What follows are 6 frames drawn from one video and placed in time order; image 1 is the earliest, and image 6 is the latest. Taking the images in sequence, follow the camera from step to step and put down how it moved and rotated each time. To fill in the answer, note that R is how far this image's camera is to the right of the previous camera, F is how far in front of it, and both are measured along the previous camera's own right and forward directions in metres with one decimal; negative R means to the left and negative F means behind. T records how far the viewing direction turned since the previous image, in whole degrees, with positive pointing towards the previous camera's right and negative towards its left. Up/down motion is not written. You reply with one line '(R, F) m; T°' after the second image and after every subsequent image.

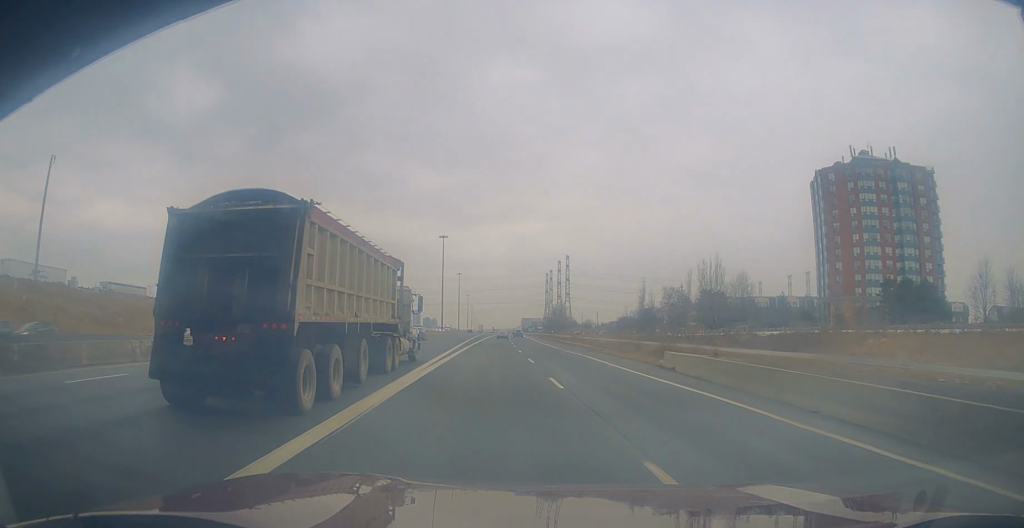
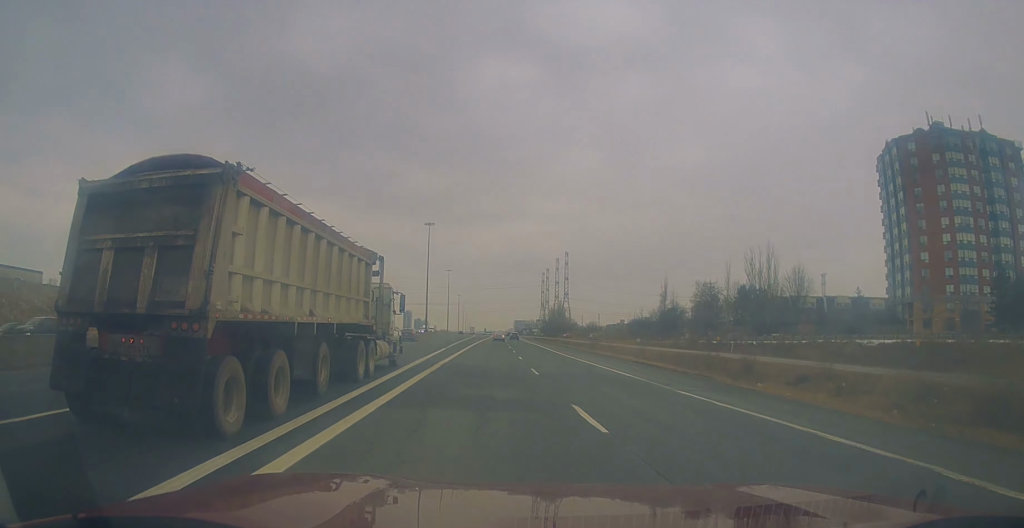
(-0.1, +29.6) m; 0°
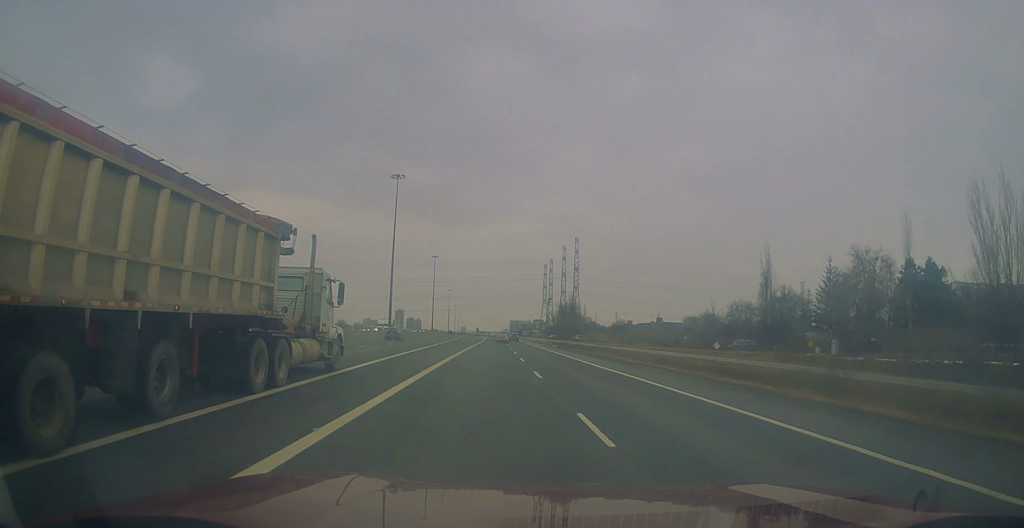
(-0.1, +60.3) m; 0°
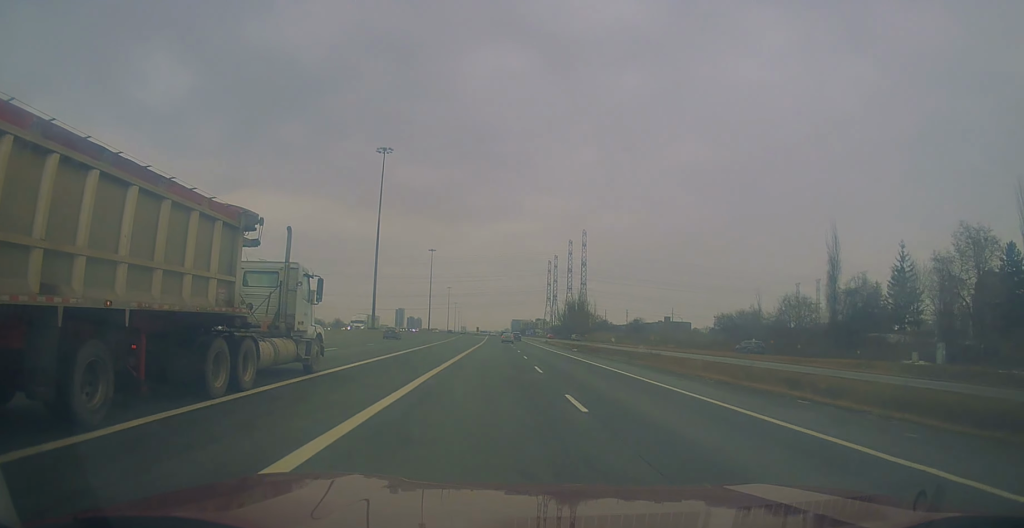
(0.0, +20.2) m; 0°
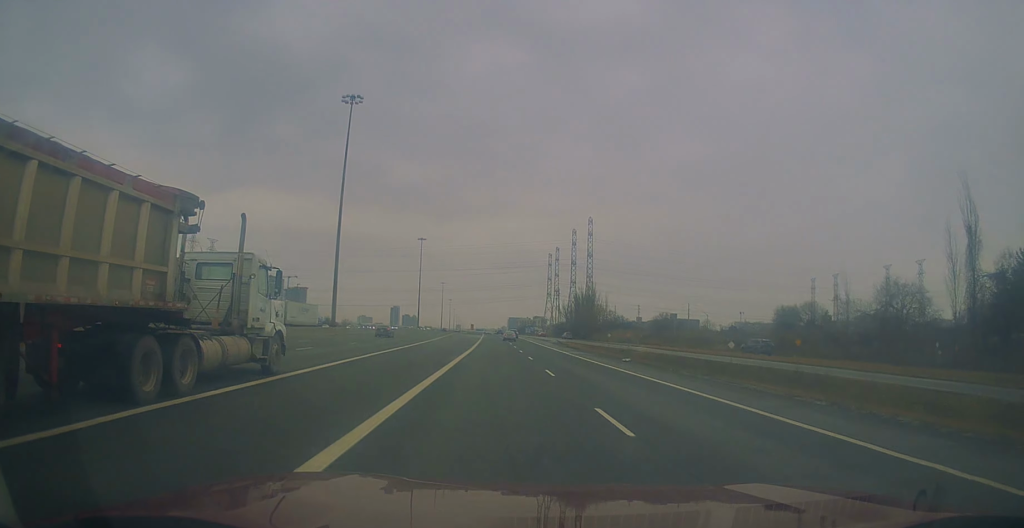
(+0.3, +26.9) m; +1°
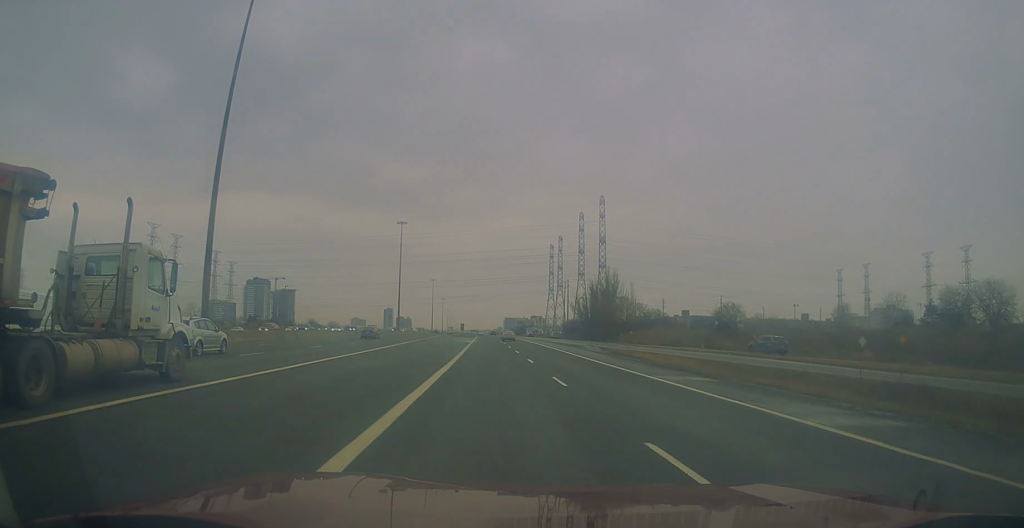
(+0.2, +39.7) m; 0°
